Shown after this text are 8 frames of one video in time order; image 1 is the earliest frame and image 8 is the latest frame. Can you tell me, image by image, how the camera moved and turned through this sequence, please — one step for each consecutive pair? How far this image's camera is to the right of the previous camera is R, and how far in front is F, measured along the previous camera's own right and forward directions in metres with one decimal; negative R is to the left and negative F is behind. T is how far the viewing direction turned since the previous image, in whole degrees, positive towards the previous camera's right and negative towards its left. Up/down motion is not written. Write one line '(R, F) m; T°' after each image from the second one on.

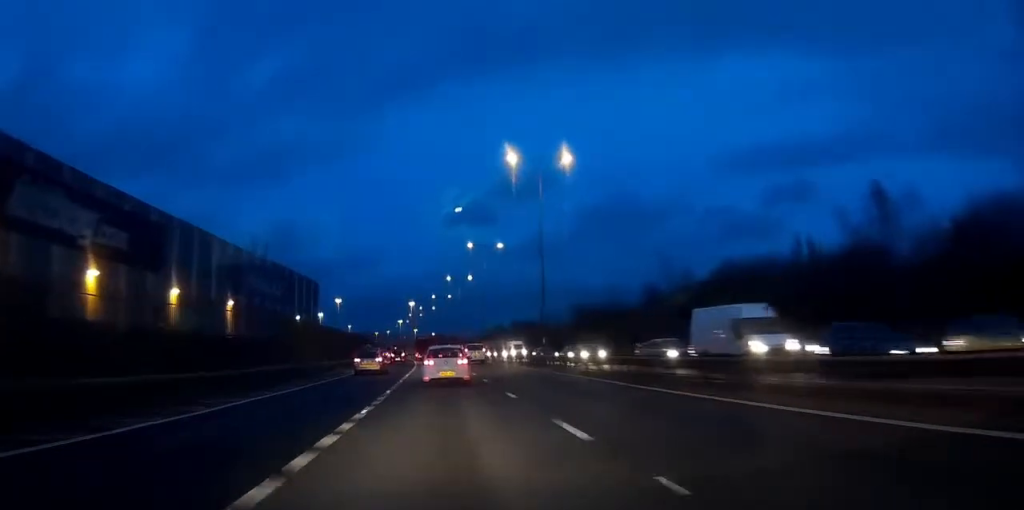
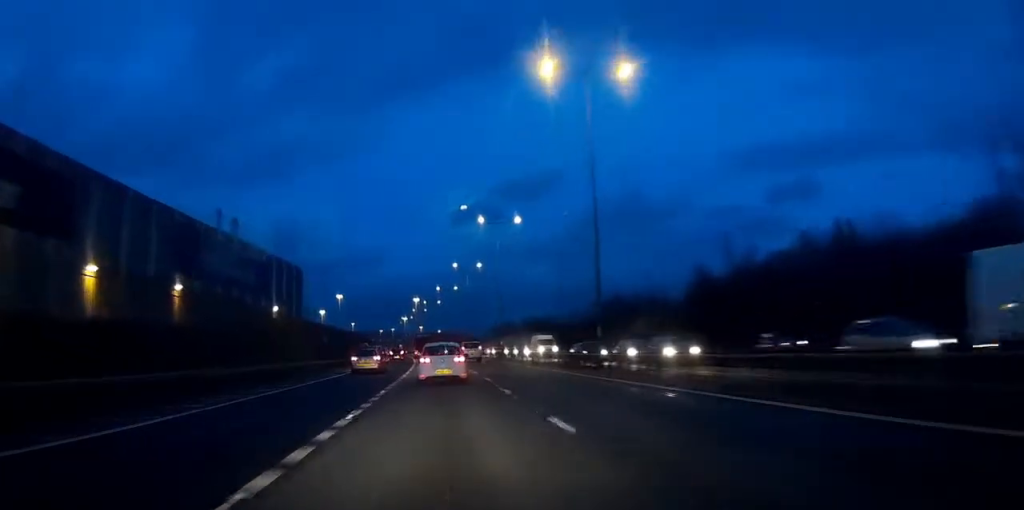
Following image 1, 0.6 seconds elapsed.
(-0.1, +17.6) m; 0°
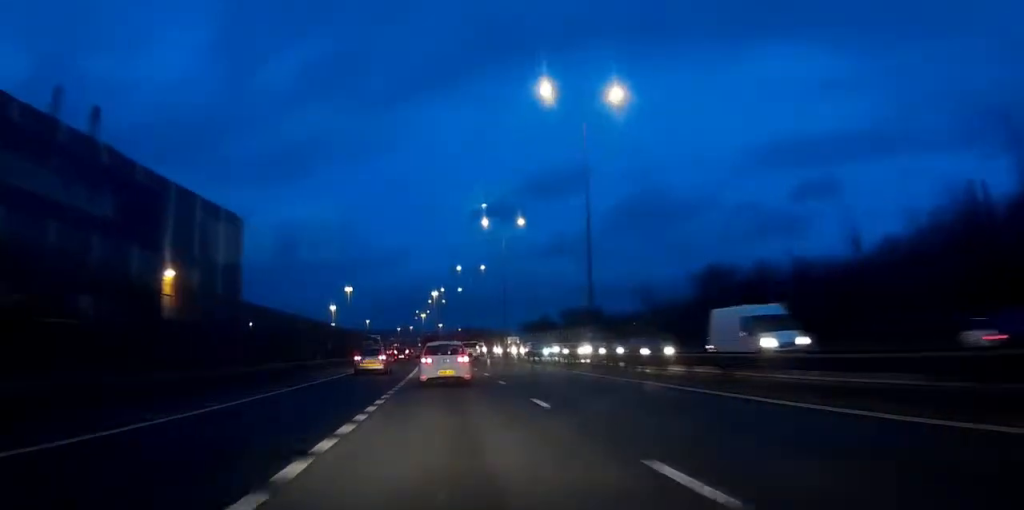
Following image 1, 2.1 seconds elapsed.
(-0.6, +41.7) m; -2°
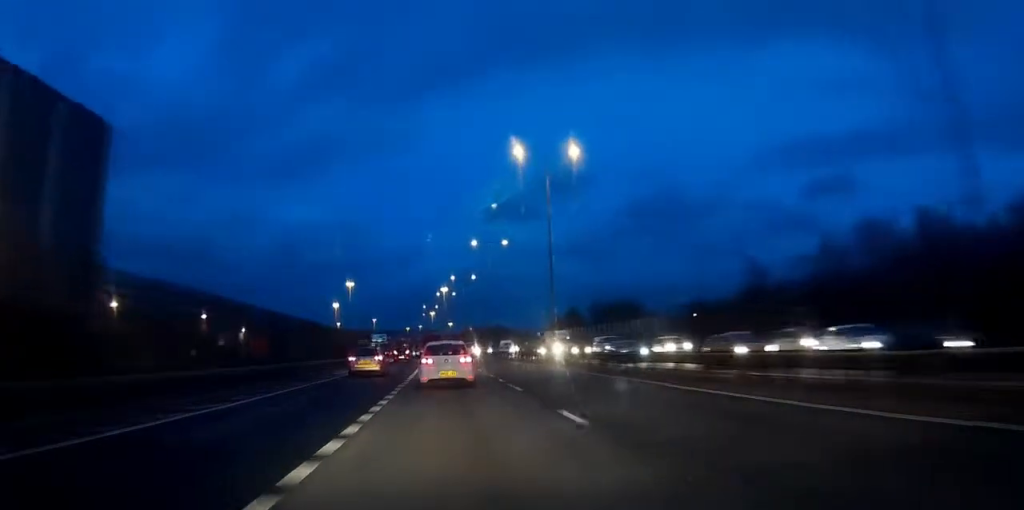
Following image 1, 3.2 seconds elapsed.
(-0.4, +30.3) m; -1°
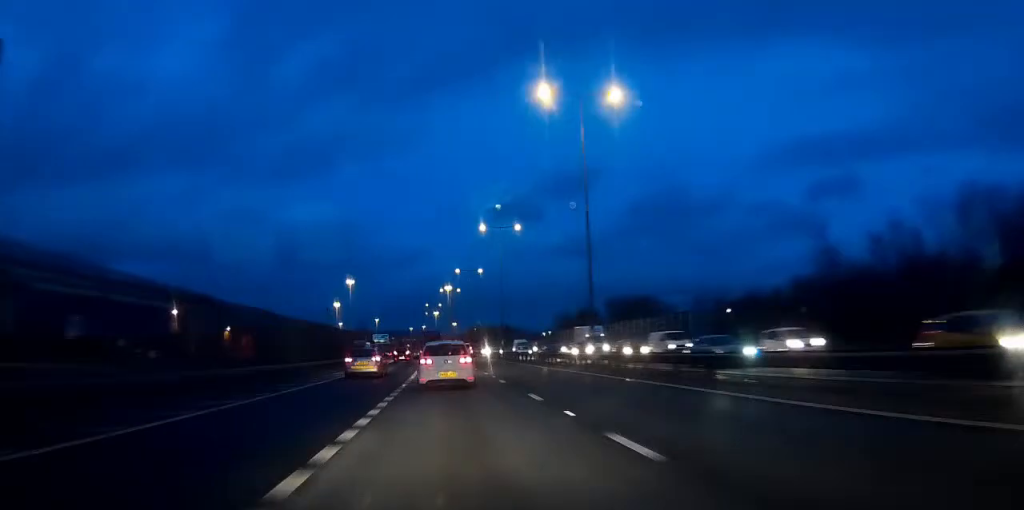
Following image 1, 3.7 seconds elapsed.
(-0.1, +12.8) m; 0°
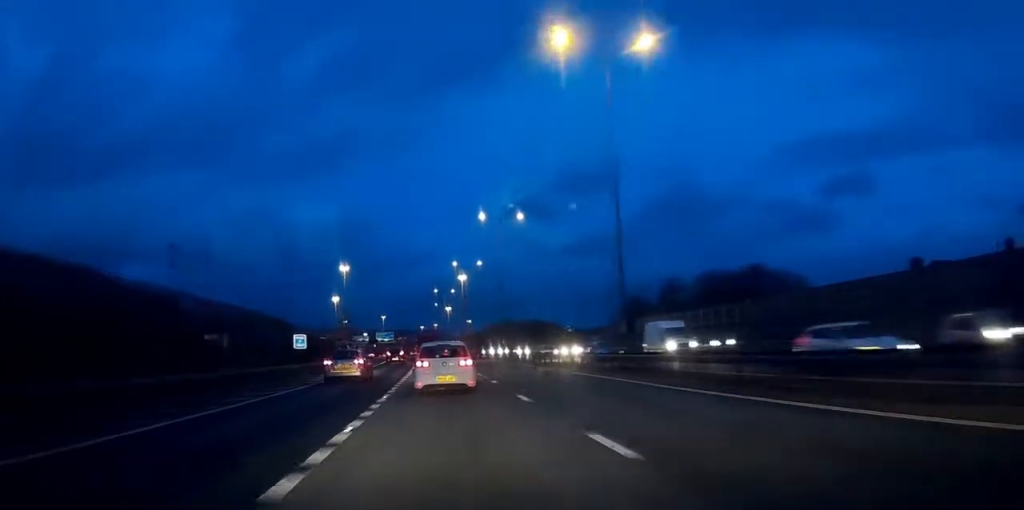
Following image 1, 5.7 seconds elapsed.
(-0.3, +53.7) m; -1°
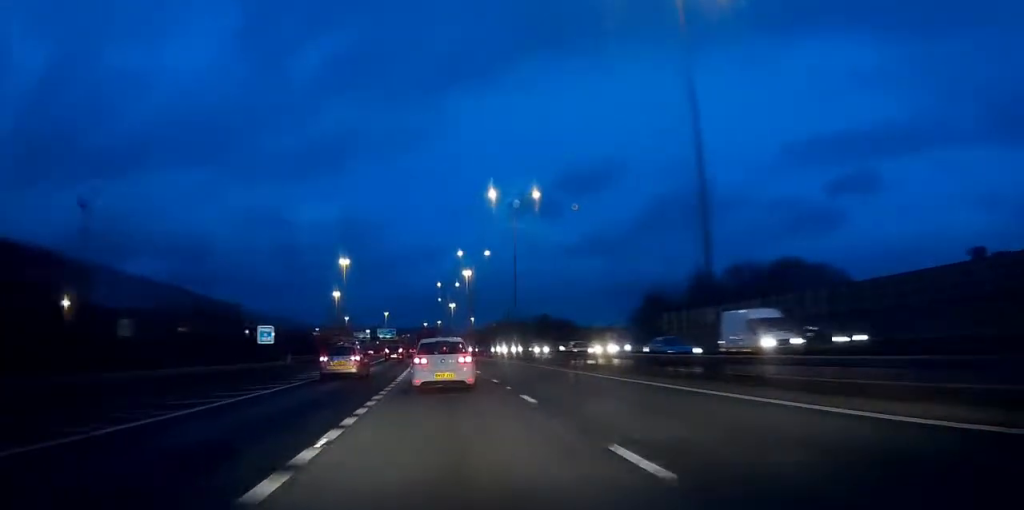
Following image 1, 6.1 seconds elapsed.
(0.0, +10.4) m; 0°
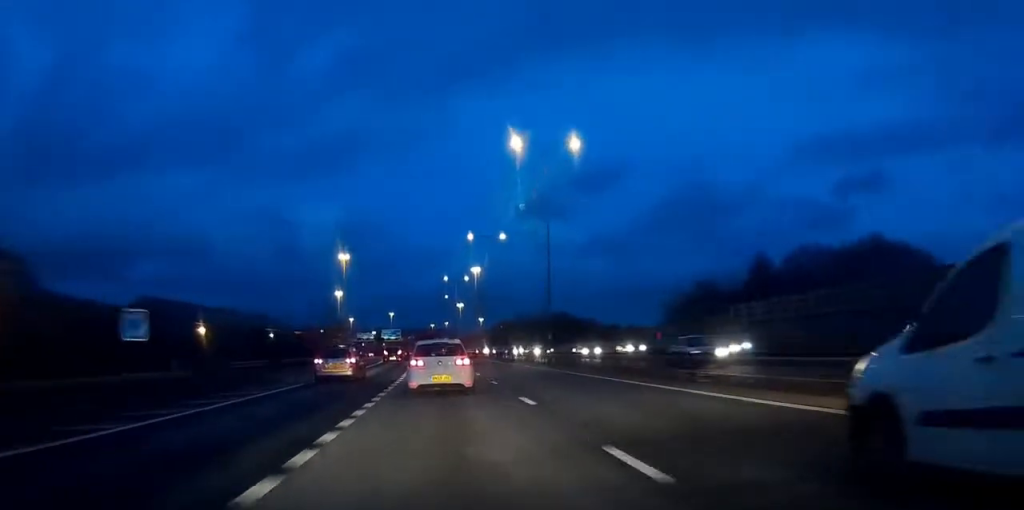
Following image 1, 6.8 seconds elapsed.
(+0.1, +18.5) m; 0°
